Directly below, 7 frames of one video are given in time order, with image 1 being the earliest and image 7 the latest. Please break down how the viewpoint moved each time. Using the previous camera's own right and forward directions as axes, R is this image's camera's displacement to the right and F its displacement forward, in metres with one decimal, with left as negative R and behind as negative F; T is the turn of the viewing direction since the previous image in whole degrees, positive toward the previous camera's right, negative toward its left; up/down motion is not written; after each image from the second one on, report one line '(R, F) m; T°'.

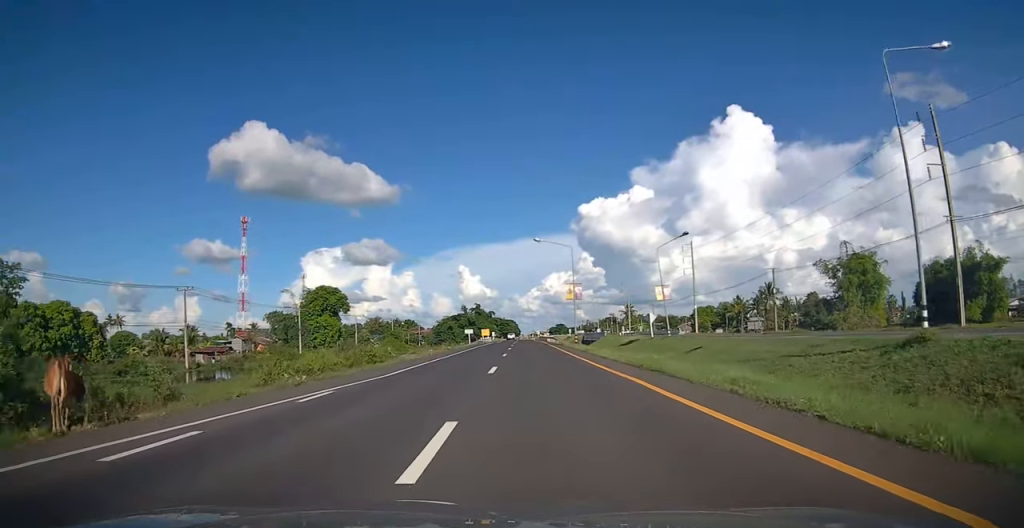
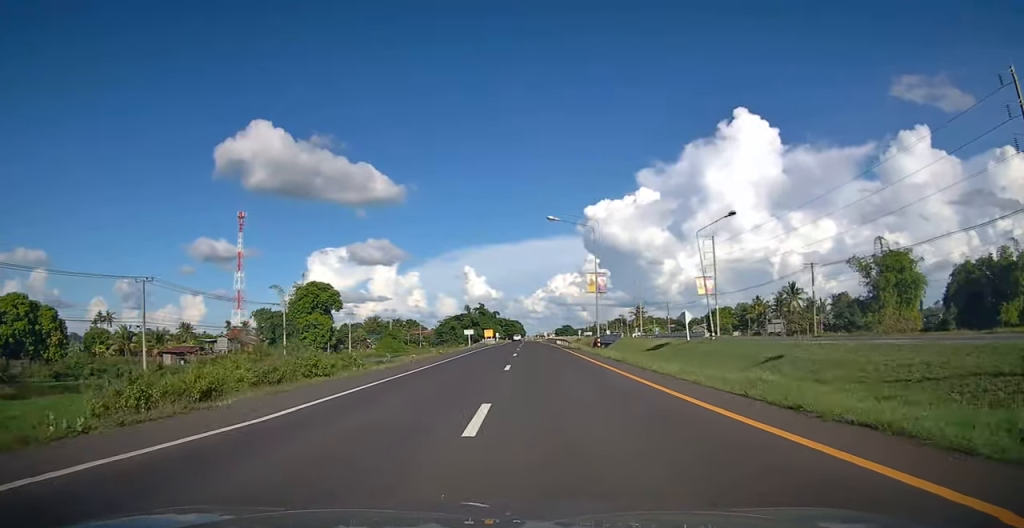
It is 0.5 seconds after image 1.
(-0.1, +9.9) m; 0°
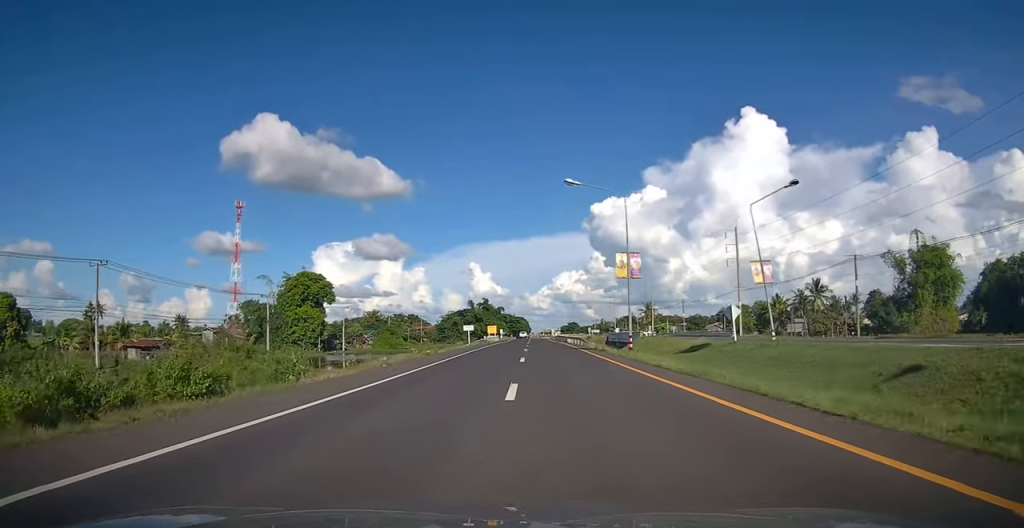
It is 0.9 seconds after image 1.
(0.0, +8.9) m; 0°
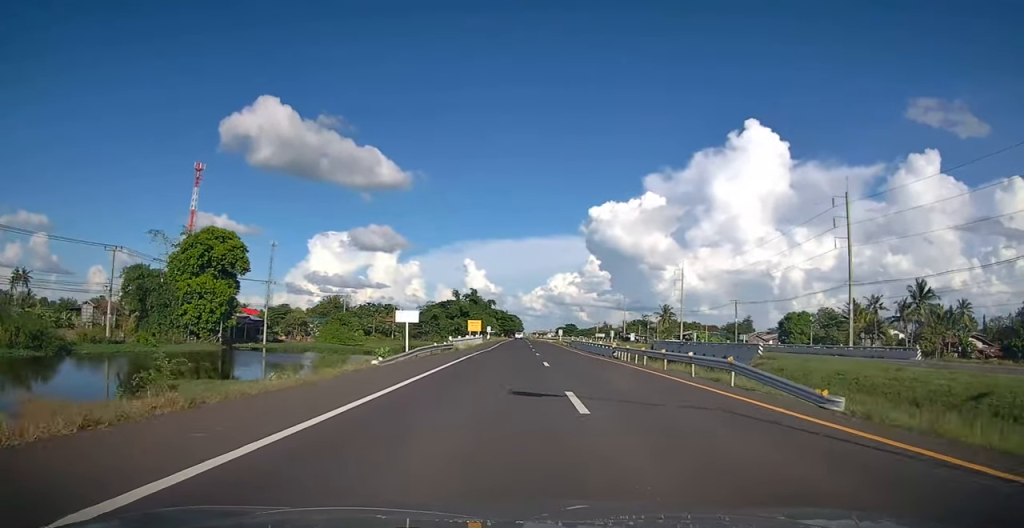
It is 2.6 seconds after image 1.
(0.0, +37.3) m; +1°
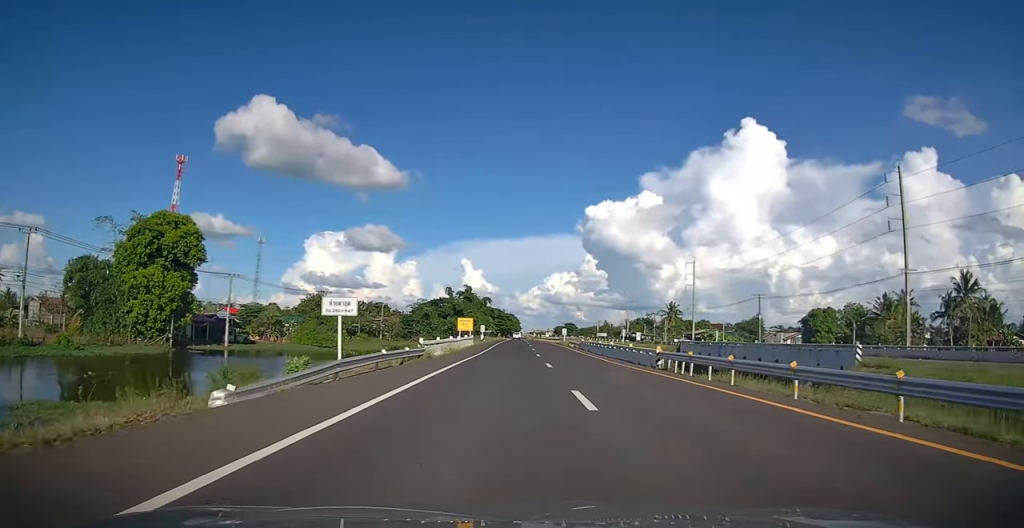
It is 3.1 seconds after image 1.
(+0.2, +11.6) m; 0°
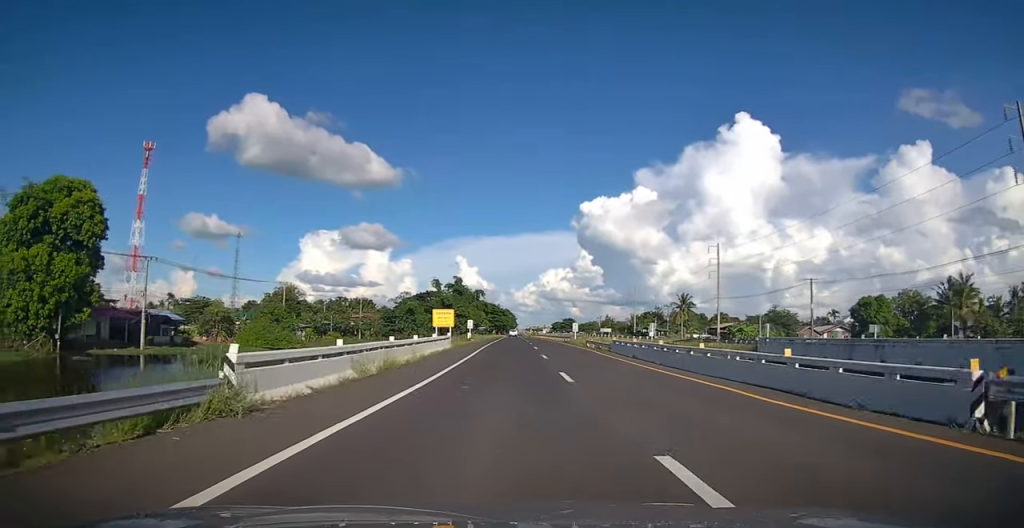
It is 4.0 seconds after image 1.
(+0.1, +18.4) m; 0°
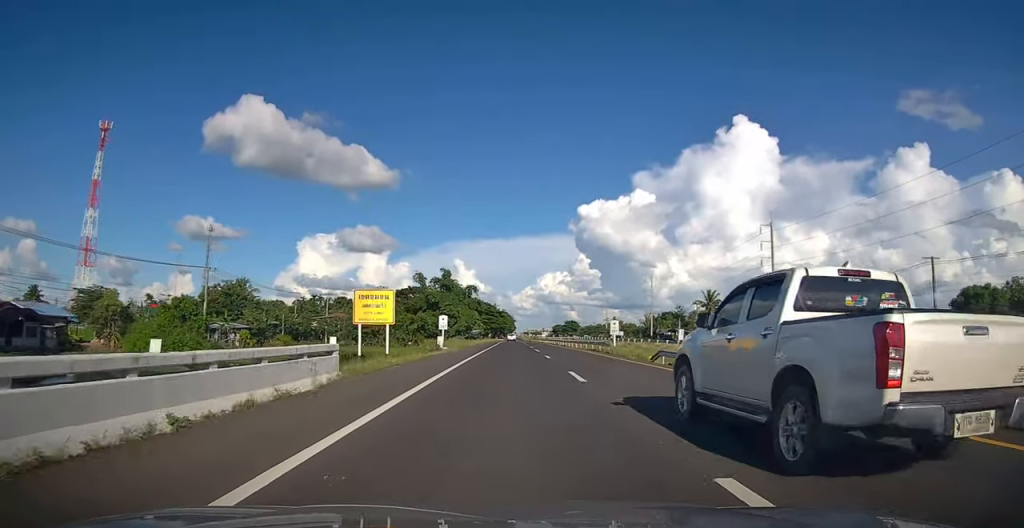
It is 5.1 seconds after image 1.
(+0.1, +24.9) m; 0°
